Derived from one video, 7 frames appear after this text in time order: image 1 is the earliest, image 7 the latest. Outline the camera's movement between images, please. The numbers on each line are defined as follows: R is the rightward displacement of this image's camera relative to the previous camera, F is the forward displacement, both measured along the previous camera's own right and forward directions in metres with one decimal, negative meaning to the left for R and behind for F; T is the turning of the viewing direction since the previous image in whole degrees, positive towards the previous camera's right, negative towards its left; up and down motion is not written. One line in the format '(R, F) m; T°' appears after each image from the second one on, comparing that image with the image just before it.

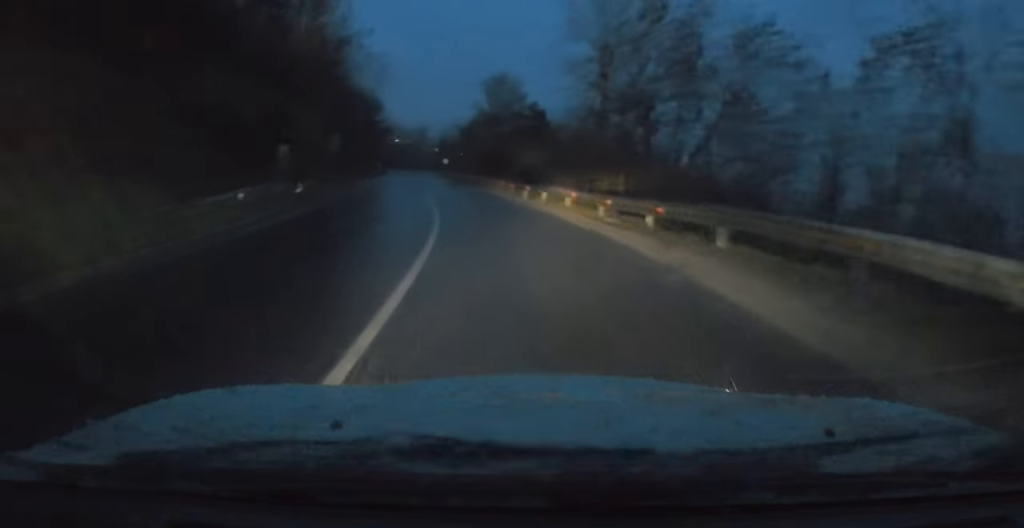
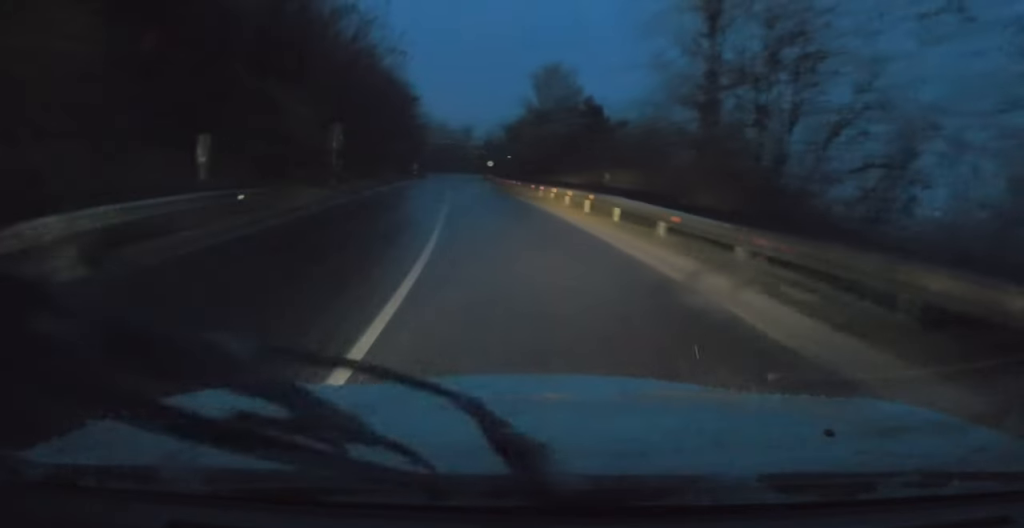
(0.0, +8.6) m; 0°
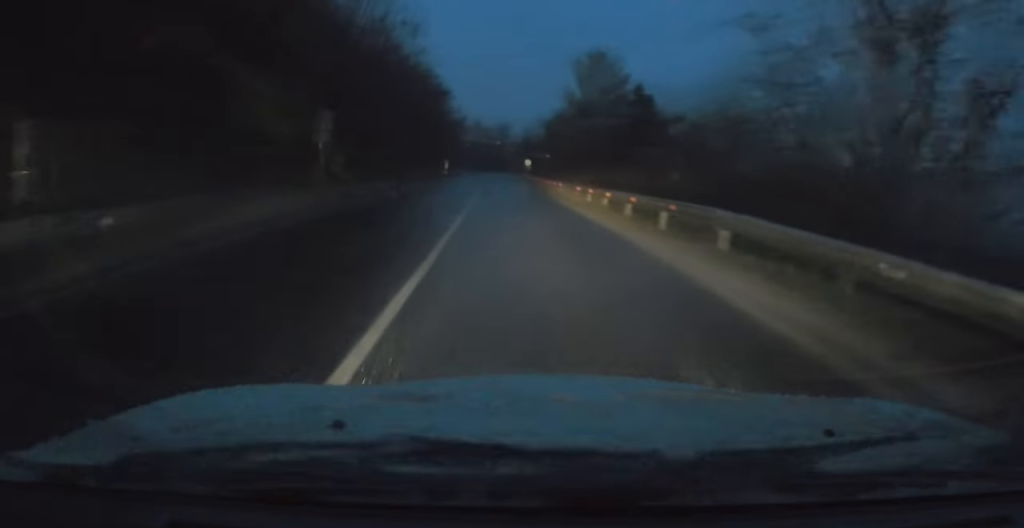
(0.0, +6.6) m; 0°
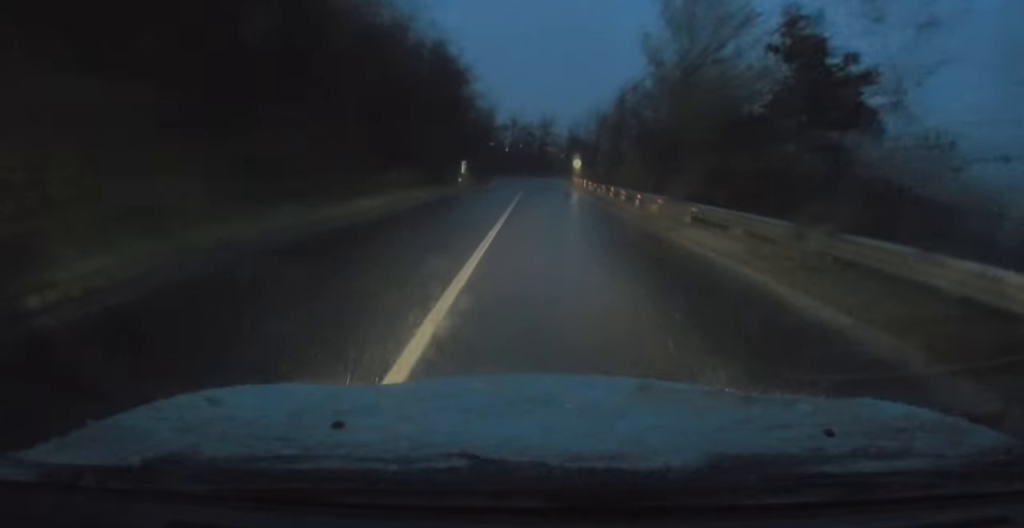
(0.0, +22.0) m; 0°
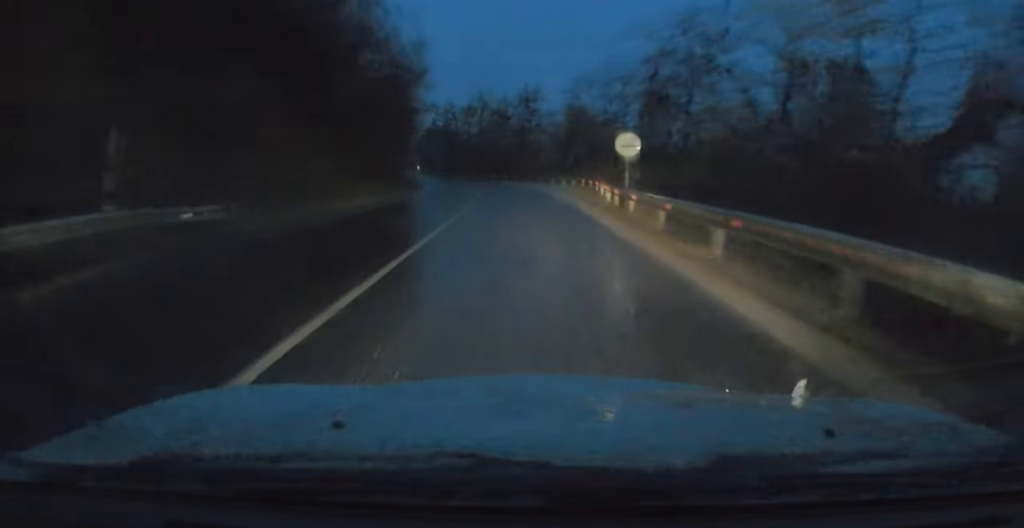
(-1.4, +42.0) m; -6°
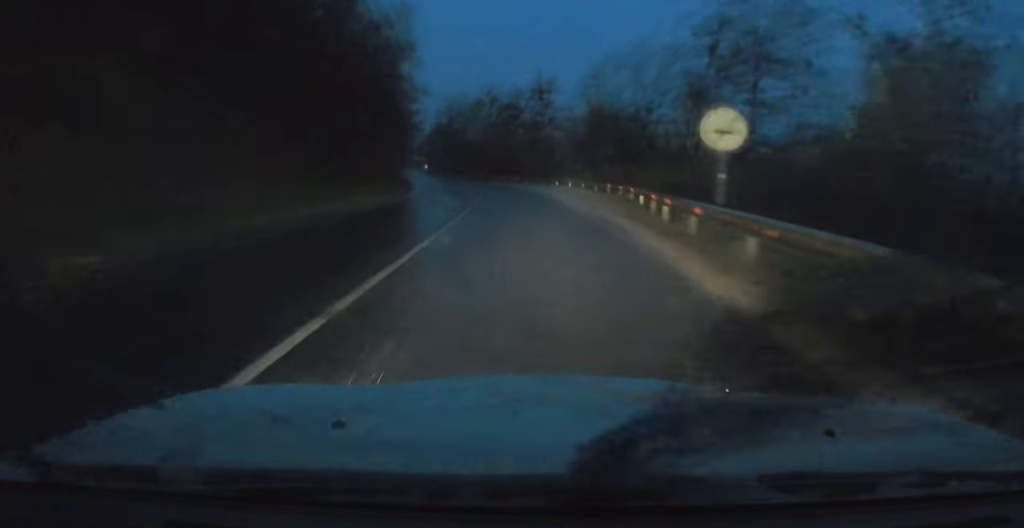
(-0.2, +8.8) m; -1°
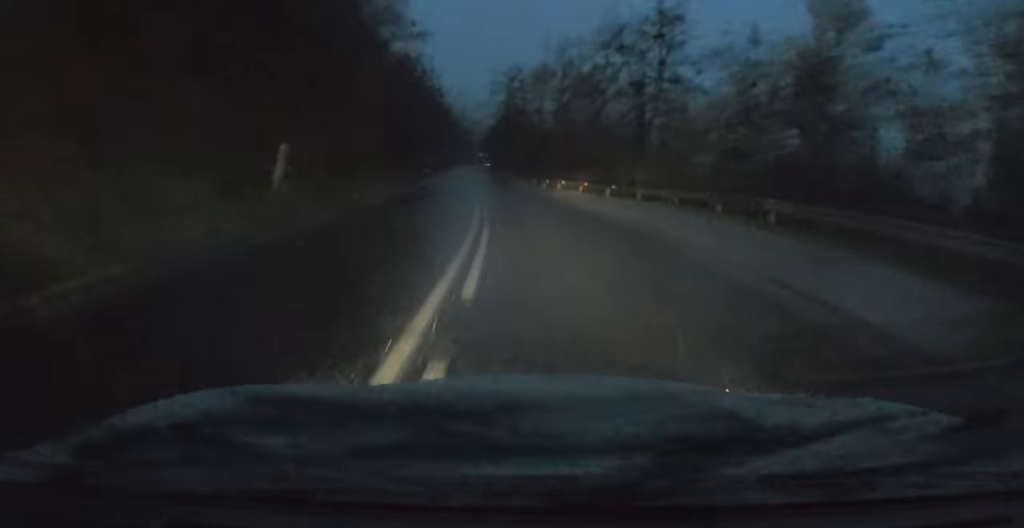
(-1.8, +30.7) m; -6°
